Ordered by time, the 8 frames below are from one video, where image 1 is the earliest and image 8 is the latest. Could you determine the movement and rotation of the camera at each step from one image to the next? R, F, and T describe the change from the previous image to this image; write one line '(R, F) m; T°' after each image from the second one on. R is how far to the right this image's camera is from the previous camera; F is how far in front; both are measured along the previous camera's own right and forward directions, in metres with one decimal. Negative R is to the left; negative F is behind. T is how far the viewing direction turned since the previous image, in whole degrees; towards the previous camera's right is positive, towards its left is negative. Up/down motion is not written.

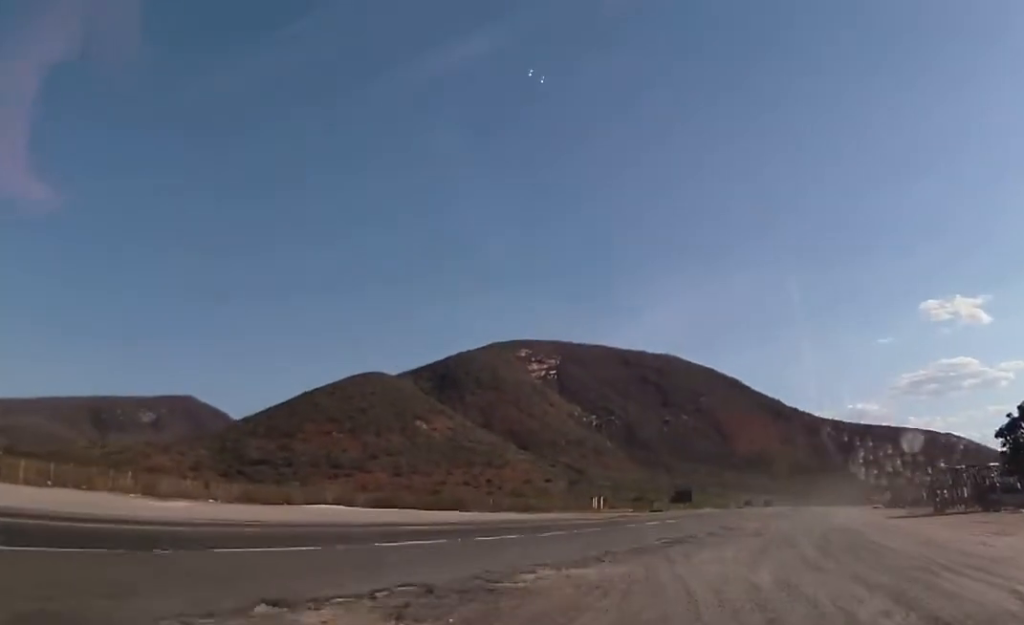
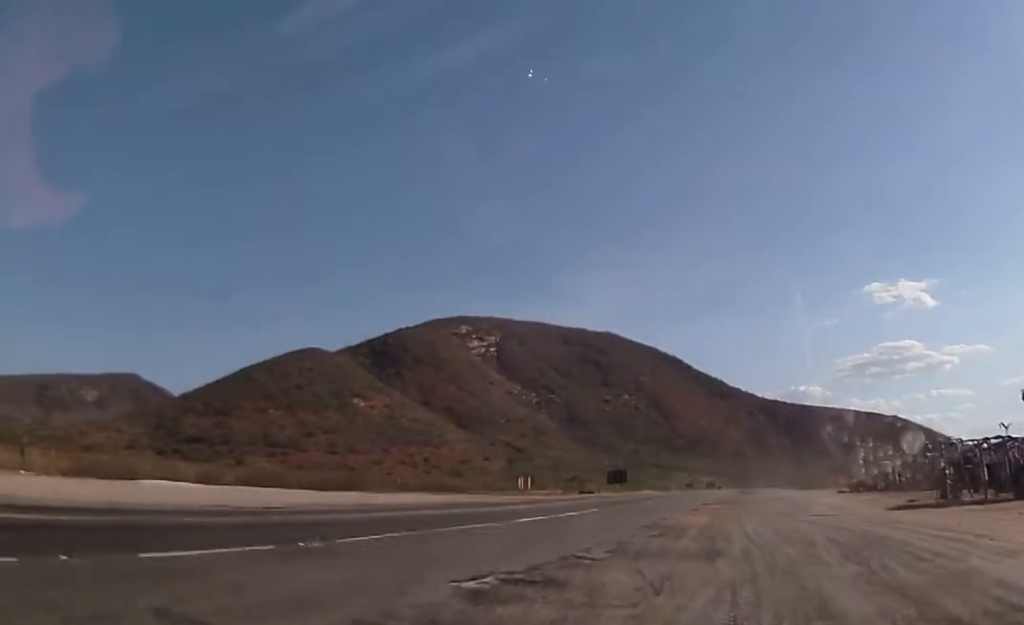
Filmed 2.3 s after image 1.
(+1.4, +14.8) m; +10°
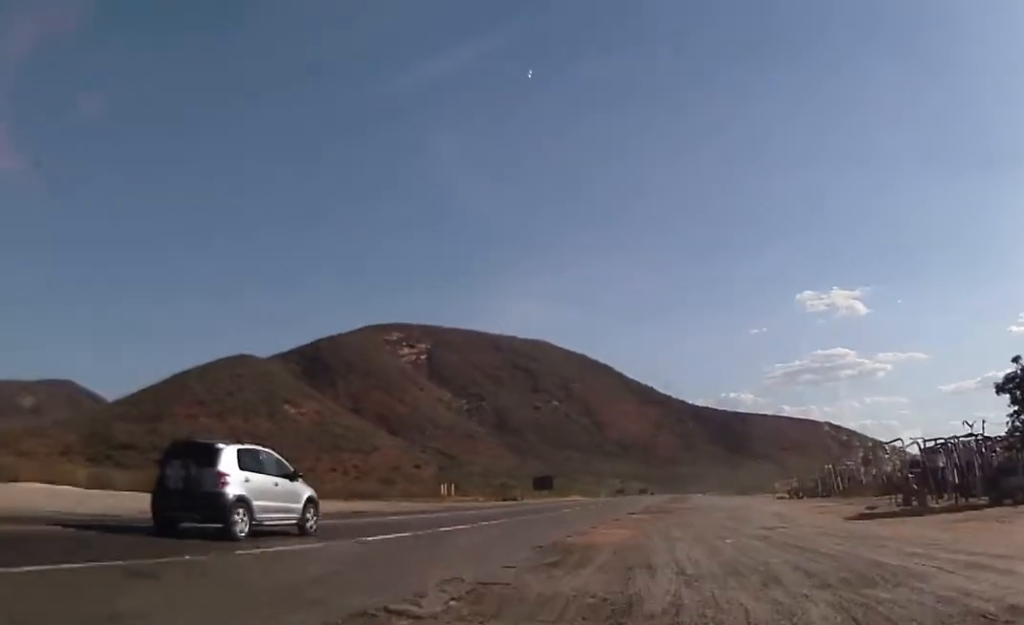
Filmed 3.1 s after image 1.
(0.0, +5.6) m; 0°
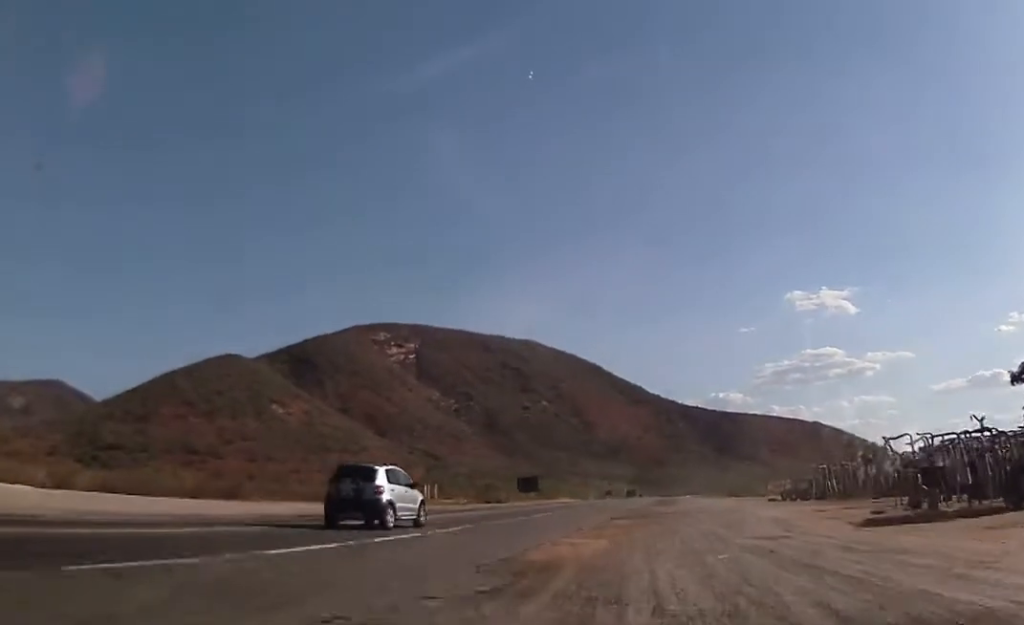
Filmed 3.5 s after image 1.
(0.0, +3.2) m; +1°
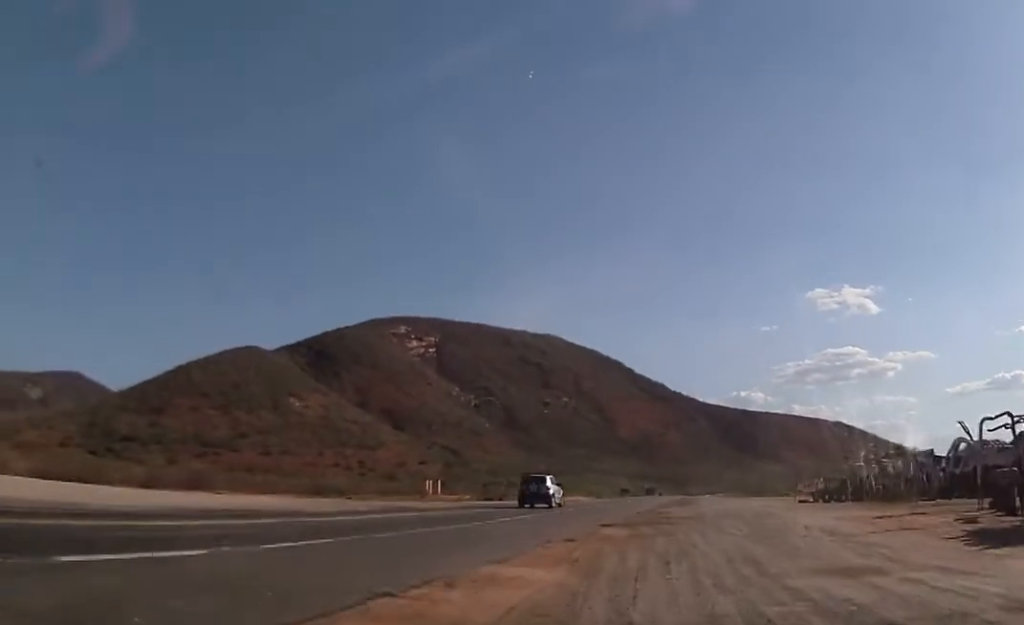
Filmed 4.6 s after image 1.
(+0.2, +8.9) m; +1°
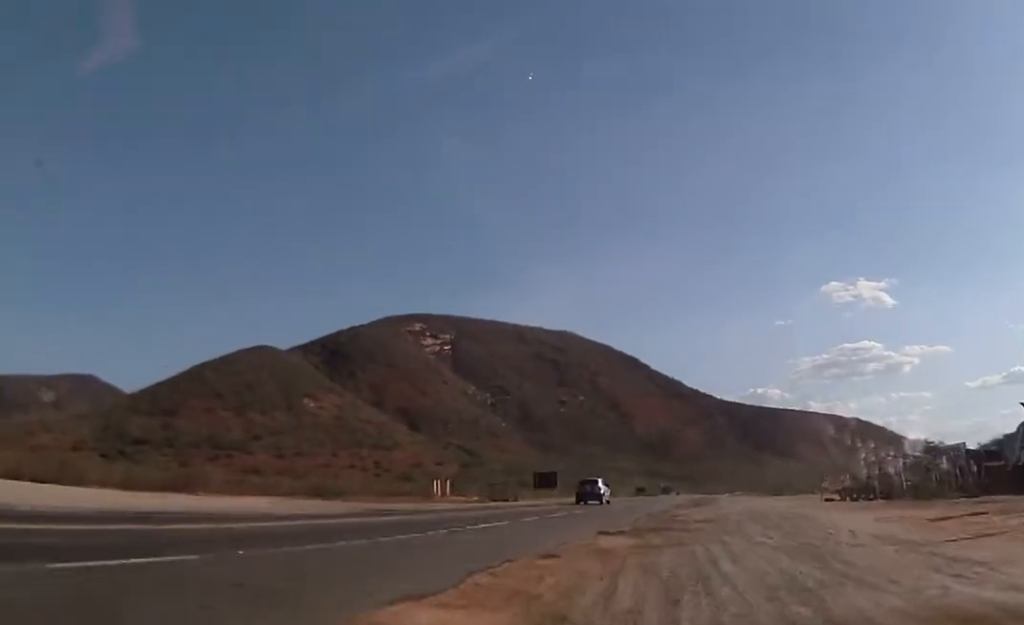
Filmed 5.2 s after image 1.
(+0.4, +4.6) m; -2°
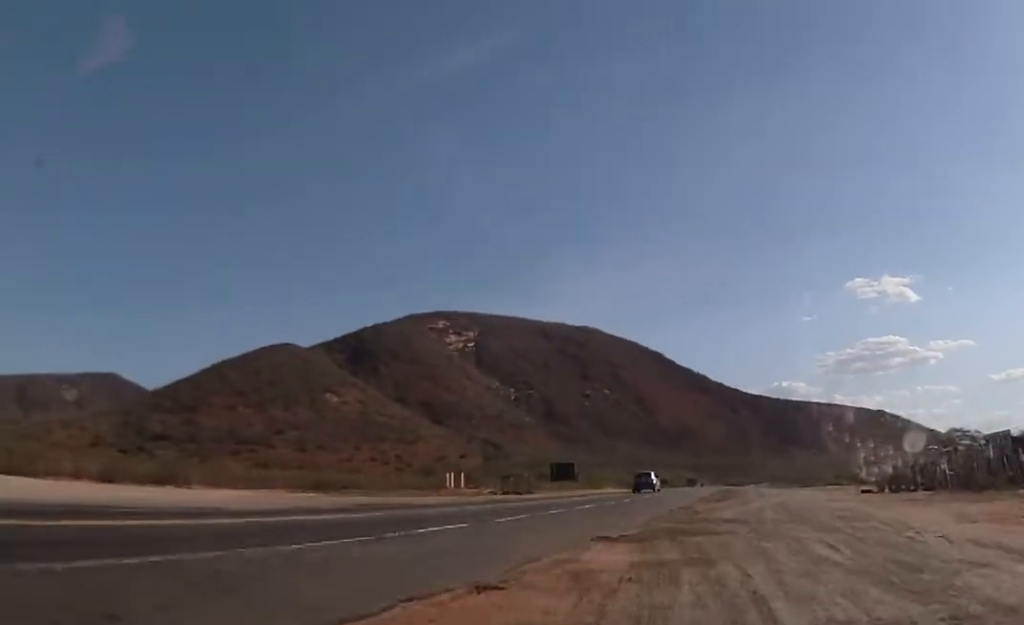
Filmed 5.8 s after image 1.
(-0.7, +5.4) m; -2°
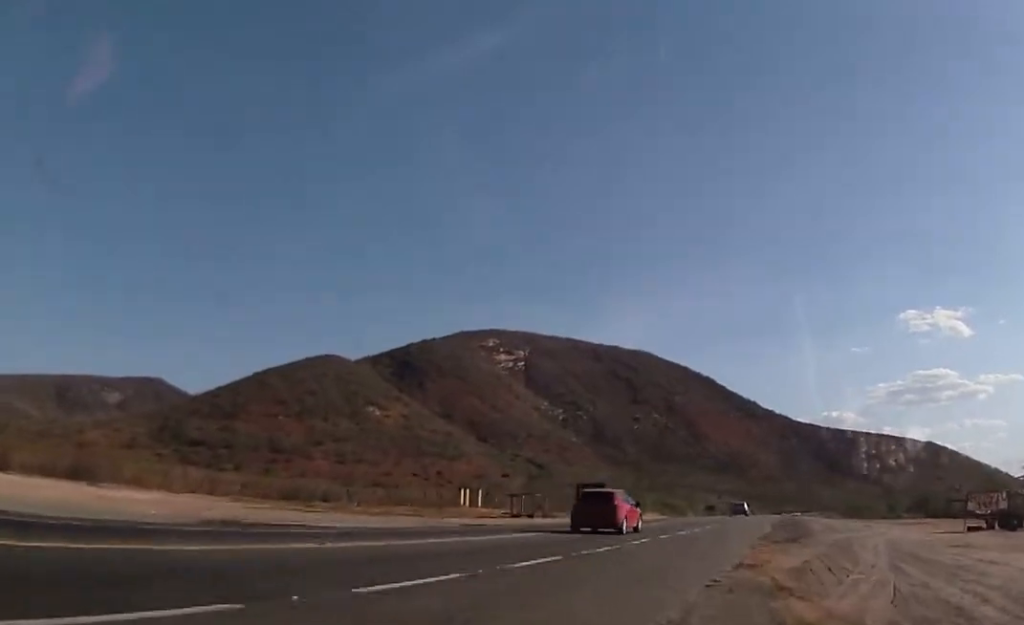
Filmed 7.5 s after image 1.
(-0.3, +15.1) m; -2°
